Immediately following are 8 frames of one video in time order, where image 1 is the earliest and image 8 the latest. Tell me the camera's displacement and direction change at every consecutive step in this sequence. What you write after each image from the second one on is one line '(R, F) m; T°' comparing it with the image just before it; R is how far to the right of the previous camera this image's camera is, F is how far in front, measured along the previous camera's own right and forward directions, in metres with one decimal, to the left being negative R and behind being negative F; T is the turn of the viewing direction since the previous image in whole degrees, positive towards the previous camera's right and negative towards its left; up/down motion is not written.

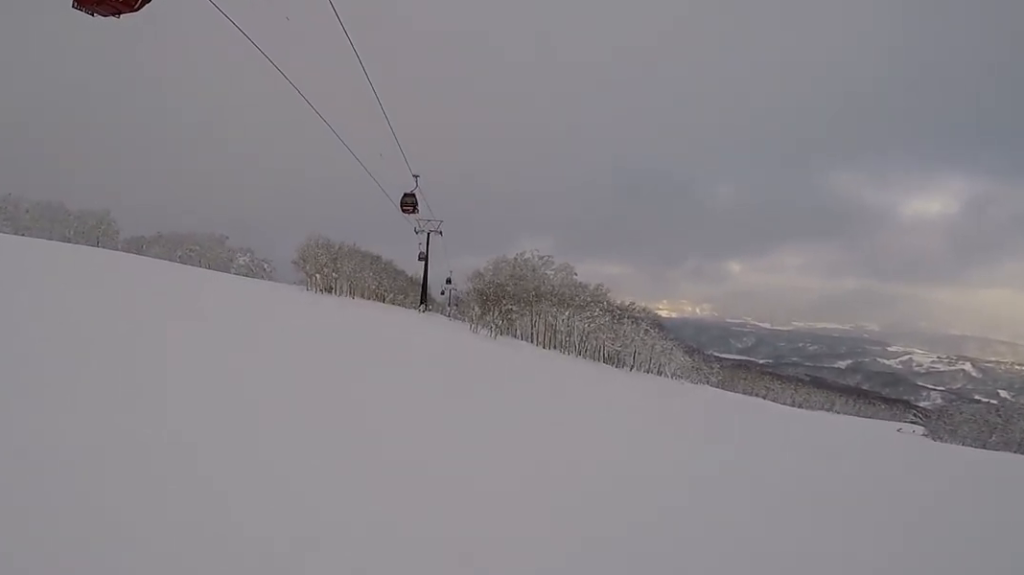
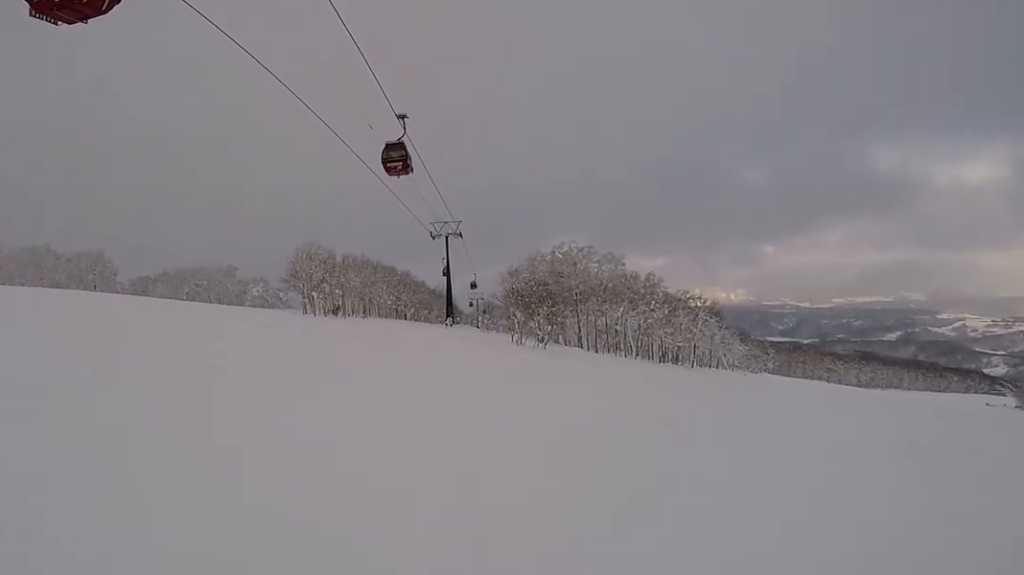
(0.0, +9.5) m; 0°
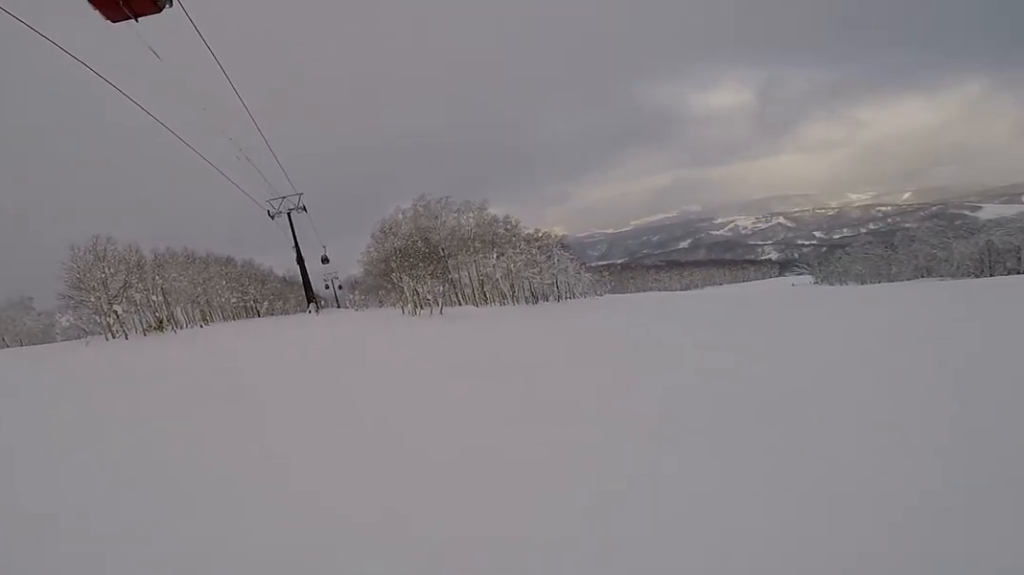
(+0.5, +8.8) m; +33°
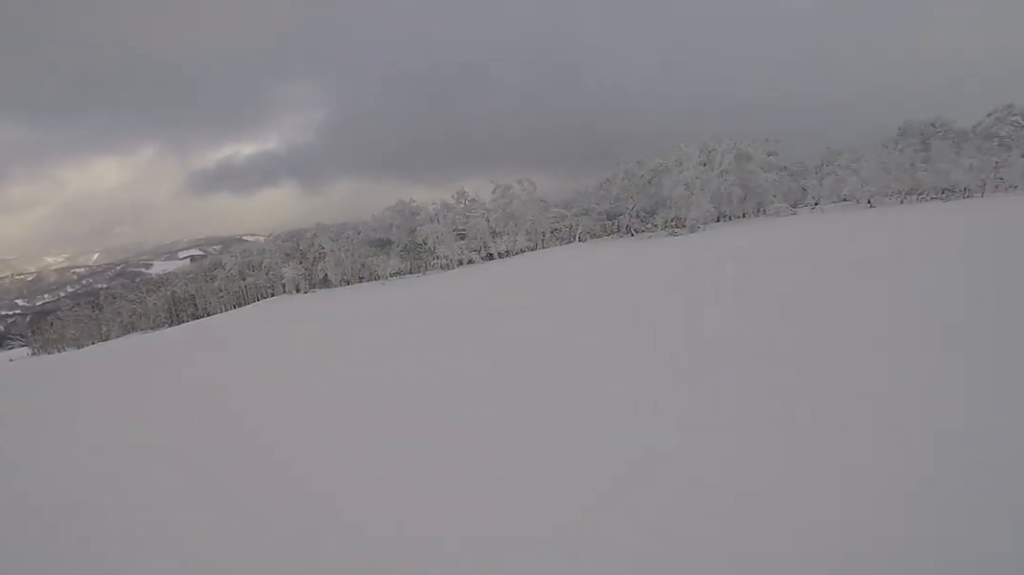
(+1.7, +4.1) m; +38°
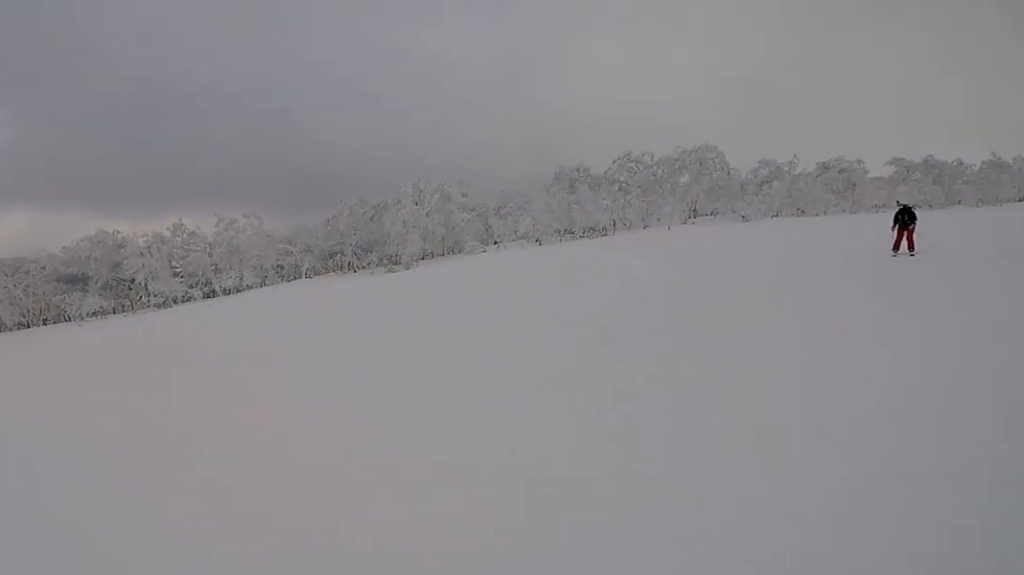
(+0.7, +2.3) m; +18°
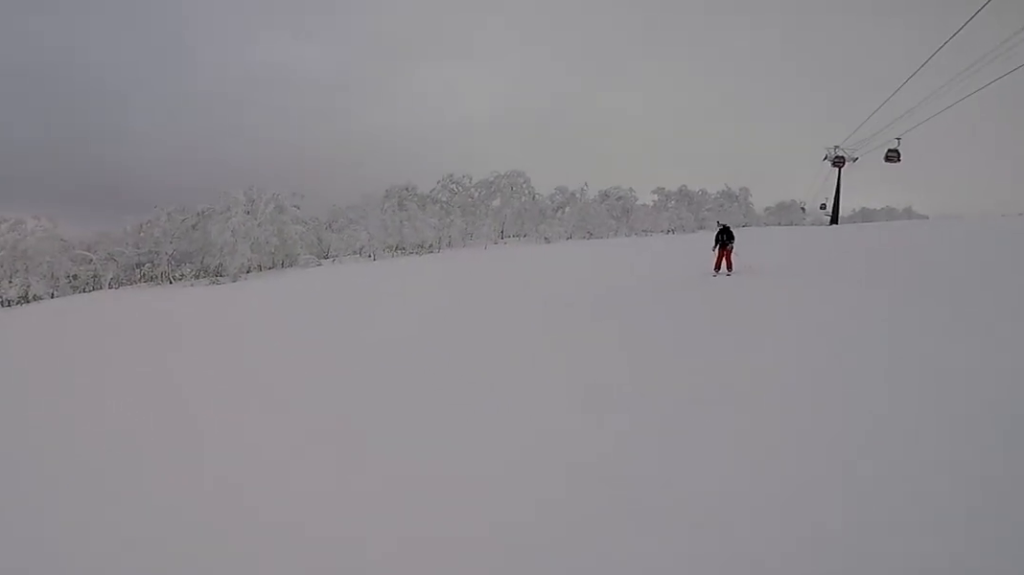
(+0.2, +2.5) m; +17°
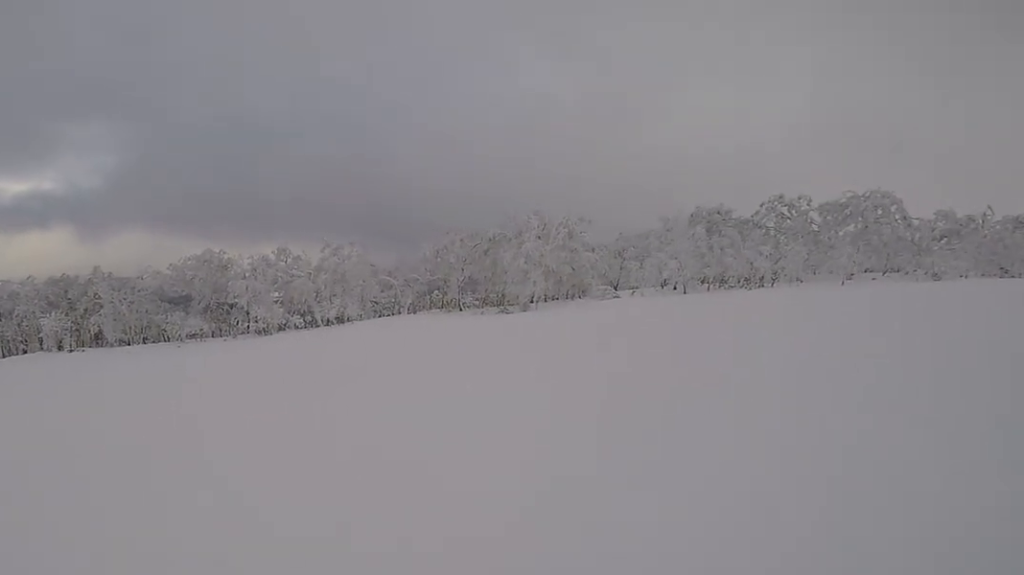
(+1.2, +4.3) m; +13°
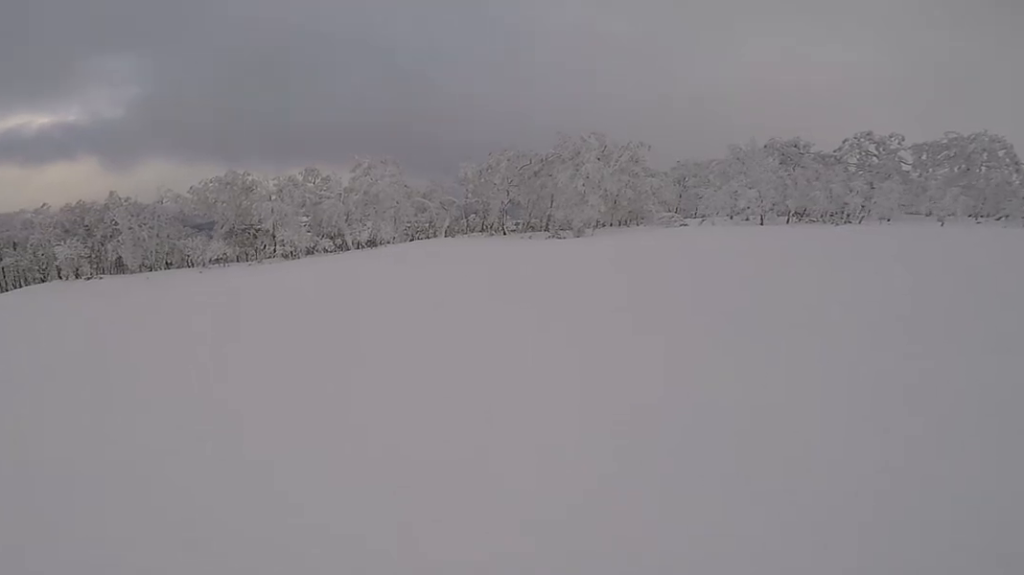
(+0.2, +4.5) m; +1°
